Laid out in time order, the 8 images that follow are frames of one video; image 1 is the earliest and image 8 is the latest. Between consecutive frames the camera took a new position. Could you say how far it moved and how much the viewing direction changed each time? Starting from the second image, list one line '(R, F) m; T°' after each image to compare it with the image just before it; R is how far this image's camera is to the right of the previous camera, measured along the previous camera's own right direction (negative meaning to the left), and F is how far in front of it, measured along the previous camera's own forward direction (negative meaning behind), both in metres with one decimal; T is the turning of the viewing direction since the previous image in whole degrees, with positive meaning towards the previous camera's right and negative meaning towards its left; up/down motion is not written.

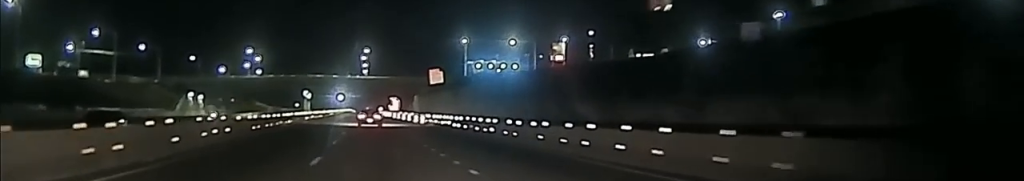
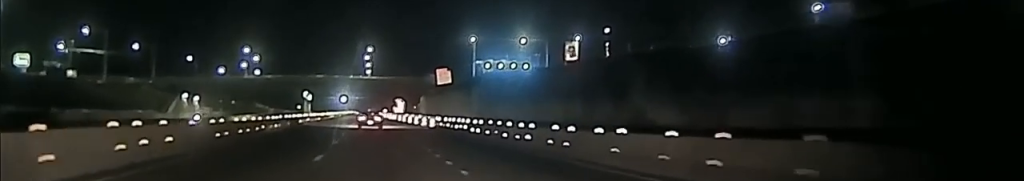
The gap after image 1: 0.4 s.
(0.0, +9.8) m; 0°
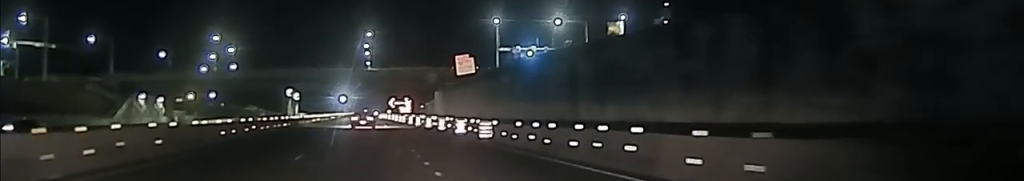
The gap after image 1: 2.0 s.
(+0.4, +35.8) m; 0°
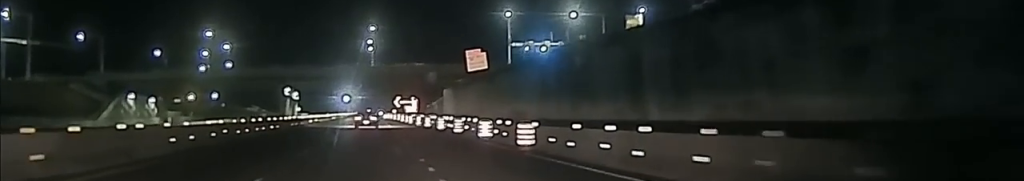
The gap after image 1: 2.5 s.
(-0.1, +9.5) m; 0°
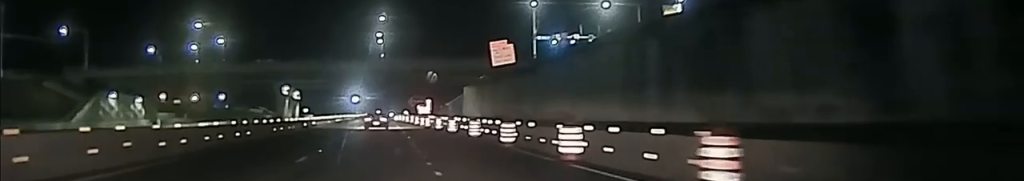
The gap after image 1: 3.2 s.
(-0.5, +15.7) m; -1°
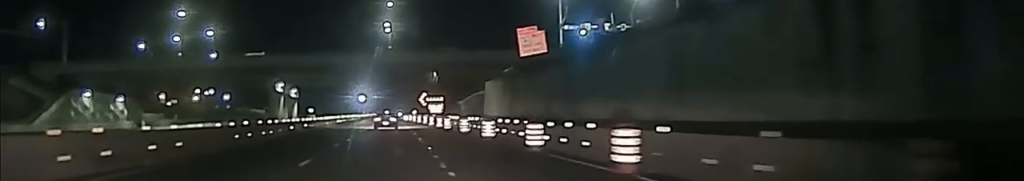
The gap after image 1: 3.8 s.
(+0.2, +14.1) m; 0°
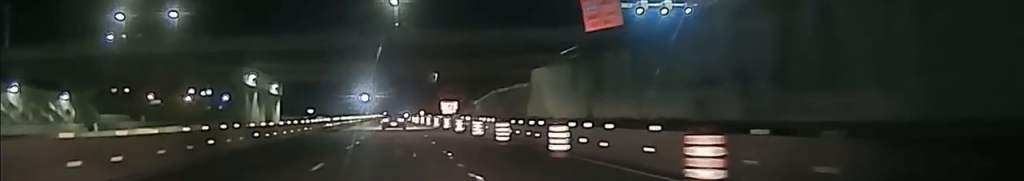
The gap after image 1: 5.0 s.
(-0.1, +24.4) m; 0°
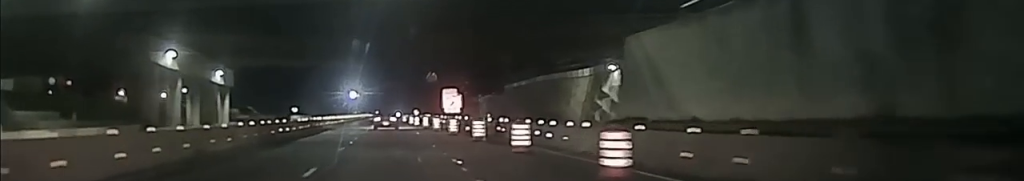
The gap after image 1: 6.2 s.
(+0.1, +24.9) m; 0°
